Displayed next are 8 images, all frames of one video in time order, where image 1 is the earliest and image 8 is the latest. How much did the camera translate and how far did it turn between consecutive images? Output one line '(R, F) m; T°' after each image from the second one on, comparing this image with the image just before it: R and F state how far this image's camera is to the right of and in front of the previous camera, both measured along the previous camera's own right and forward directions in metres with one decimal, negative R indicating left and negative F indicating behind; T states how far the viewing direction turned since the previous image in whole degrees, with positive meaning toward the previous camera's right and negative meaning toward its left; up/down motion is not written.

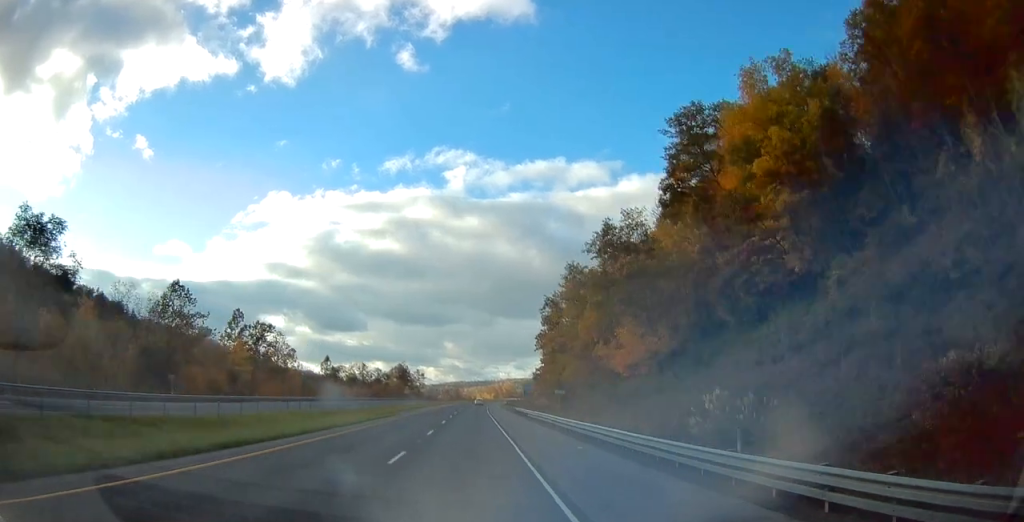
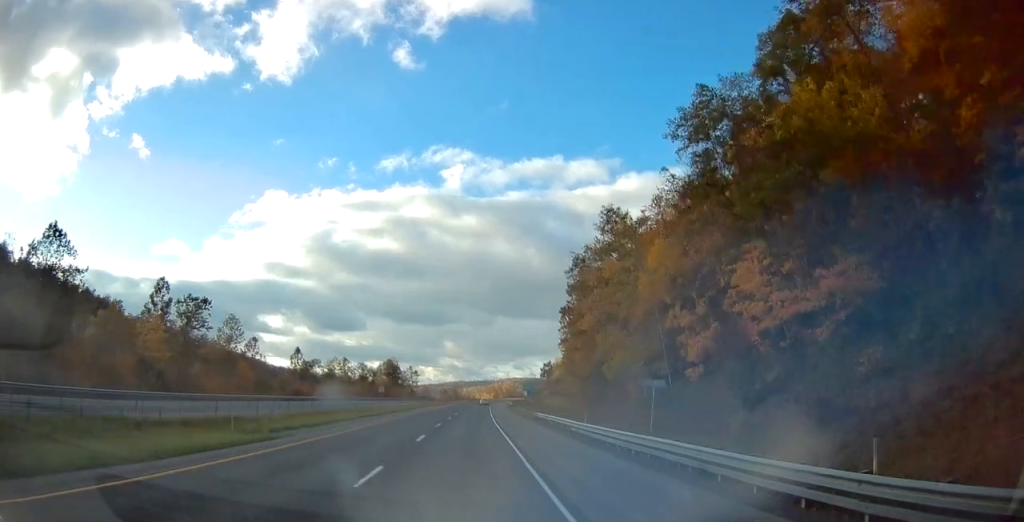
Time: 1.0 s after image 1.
(-0.2, +28.0) m; 0°
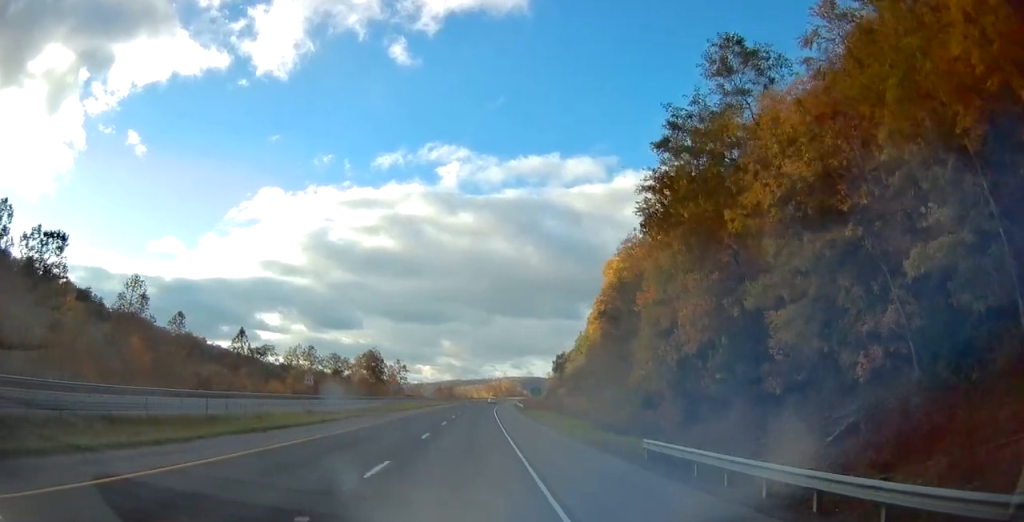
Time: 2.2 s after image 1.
(+0.3, +34.7) m; +1°
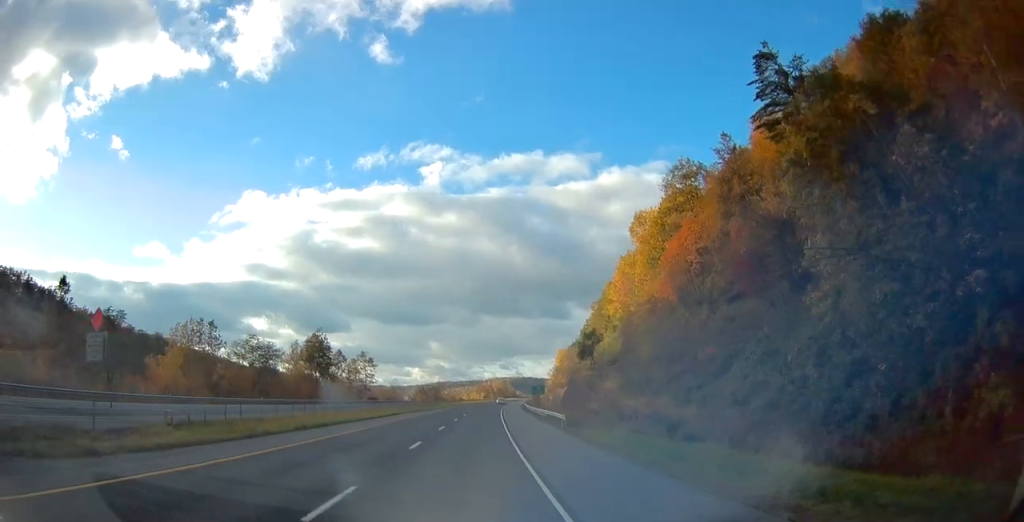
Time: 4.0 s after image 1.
(+0.1, +52.3) m; 0°
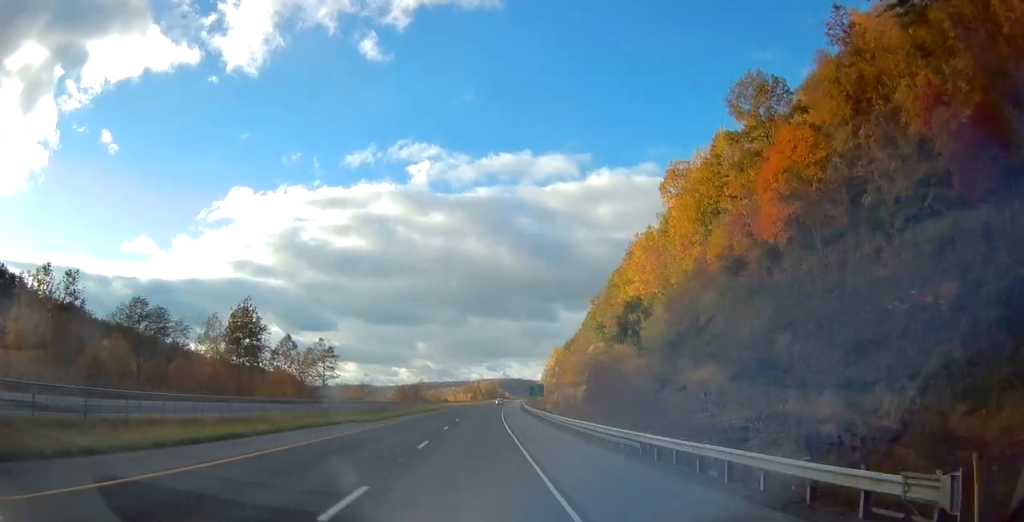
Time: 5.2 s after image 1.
(+0.3, +35.9) m; +1°
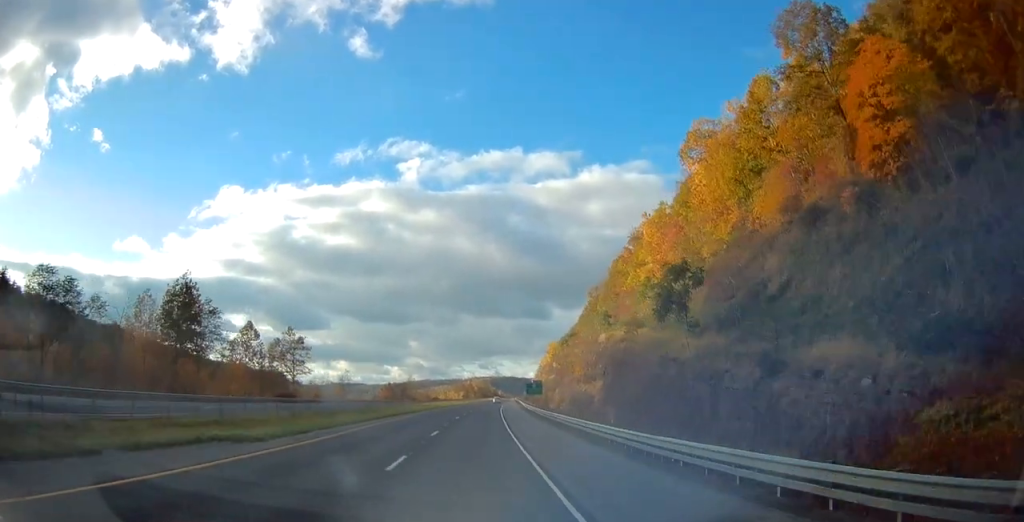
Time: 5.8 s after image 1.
(+0.2, +18.4) m; +1°
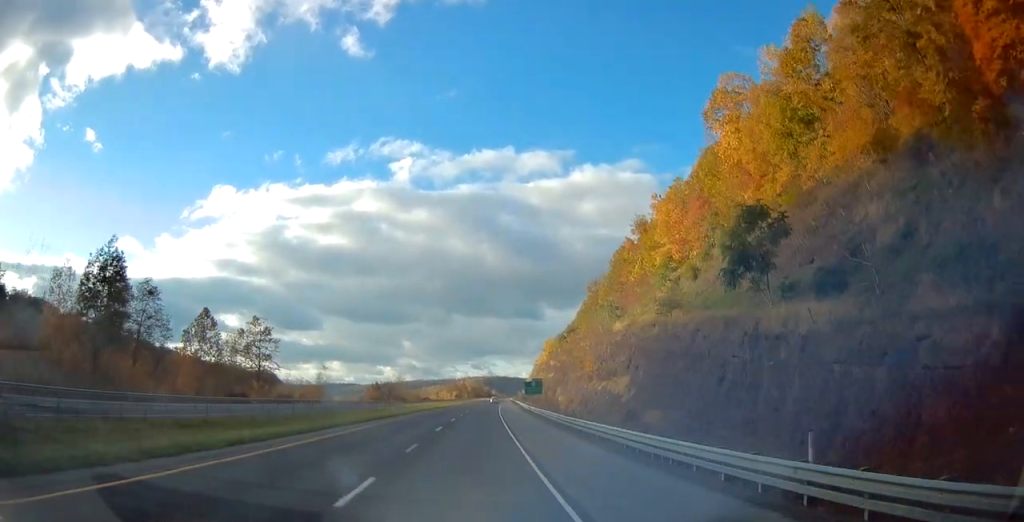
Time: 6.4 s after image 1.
(+0.2, +16.4) m; 0°
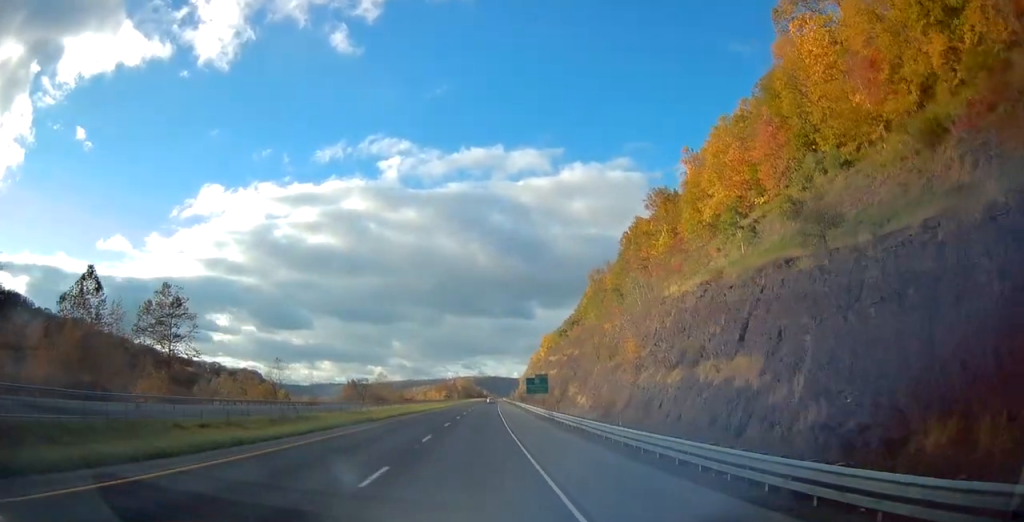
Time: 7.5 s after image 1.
(-0.1, +31.0) m; +1°
